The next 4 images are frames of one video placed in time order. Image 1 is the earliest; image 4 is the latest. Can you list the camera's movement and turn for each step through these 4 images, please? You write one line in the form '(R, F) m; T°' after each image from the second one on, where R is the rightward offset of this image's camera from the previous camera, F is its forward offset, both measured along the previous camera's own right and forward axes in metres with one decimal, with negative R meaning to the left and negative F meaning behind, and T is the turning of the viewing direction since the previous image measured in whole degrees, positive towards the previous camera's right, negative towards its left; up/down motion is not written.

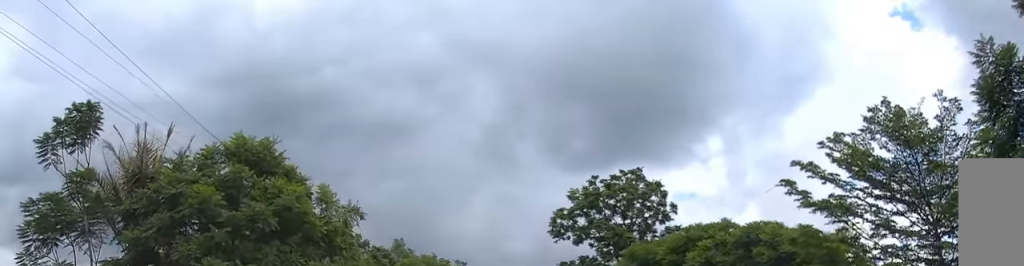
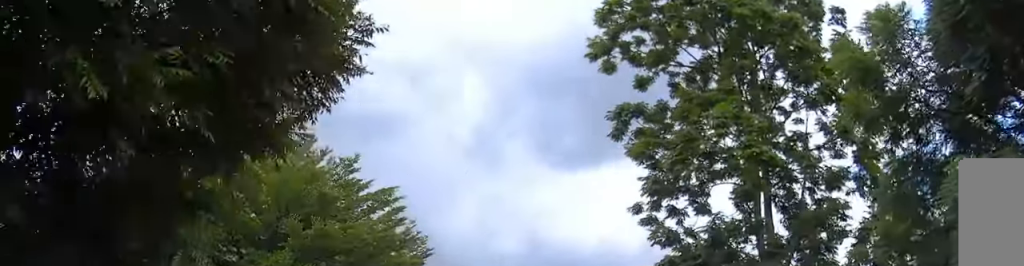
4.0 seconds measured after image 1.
(+0.2, +37.1) m; 0°
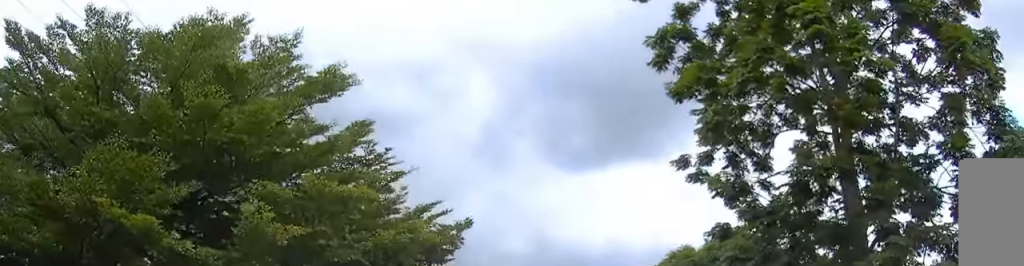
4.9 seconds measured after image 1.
(0.0, +7.4) m; 0°
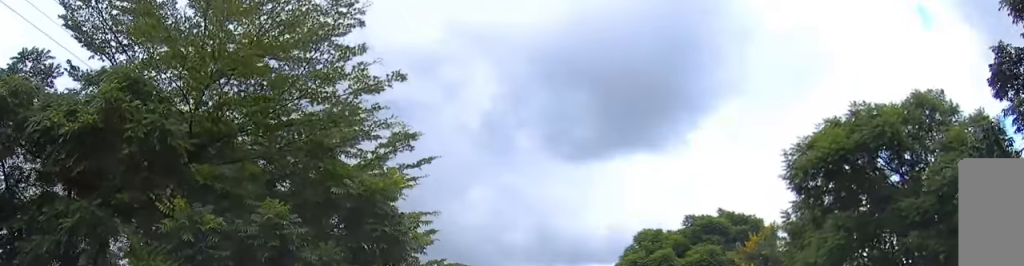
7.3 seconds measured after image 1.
(-0.2, +20.2) m; 0°
